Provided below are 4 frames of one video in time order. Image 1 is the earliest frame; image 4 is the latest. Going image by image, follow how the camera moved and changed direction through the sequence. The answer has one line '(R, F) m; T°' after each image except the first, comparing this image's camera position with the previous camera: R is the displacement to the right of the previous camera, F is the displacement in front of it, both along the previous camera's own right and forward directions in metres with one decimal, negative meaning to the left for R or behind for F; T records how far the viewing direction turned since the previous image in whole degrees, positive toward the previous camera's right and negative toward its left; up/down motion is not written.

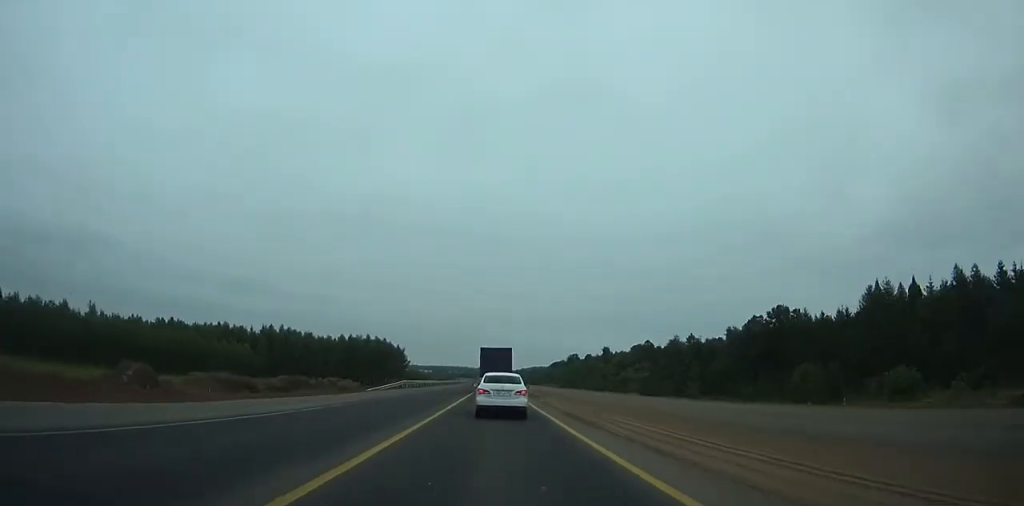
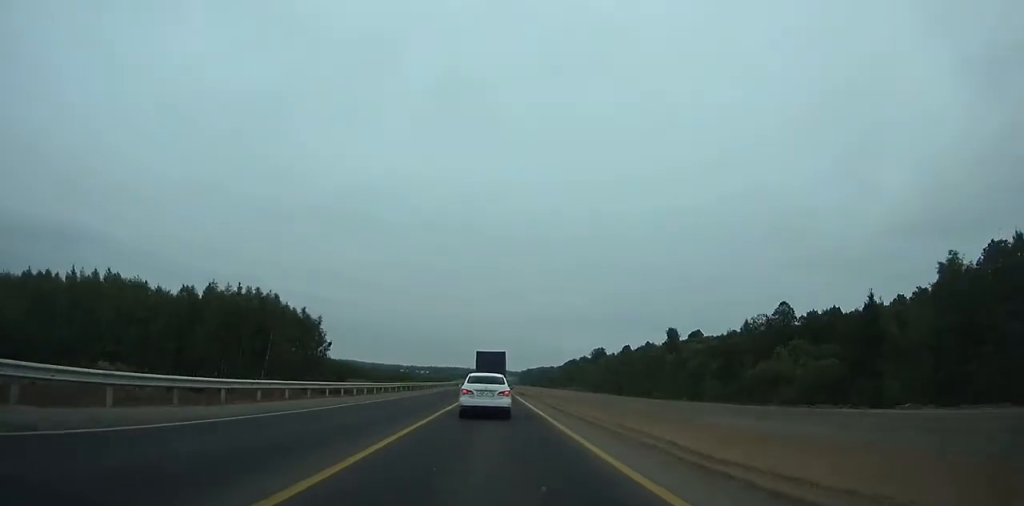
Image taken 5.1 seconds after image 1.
(+0.2, +107.2) m; 0°
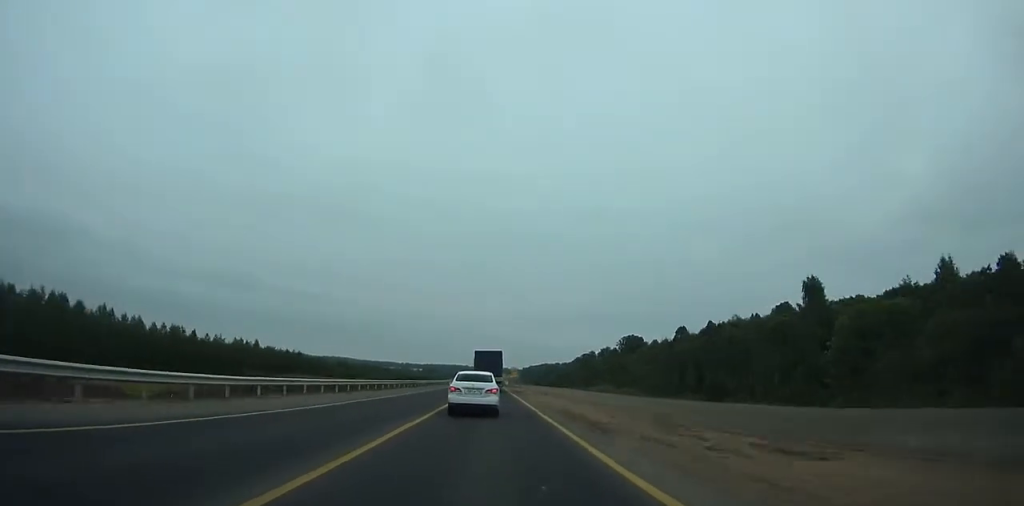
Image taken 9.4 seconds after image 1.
(-0.4, +88.1) m; 0°
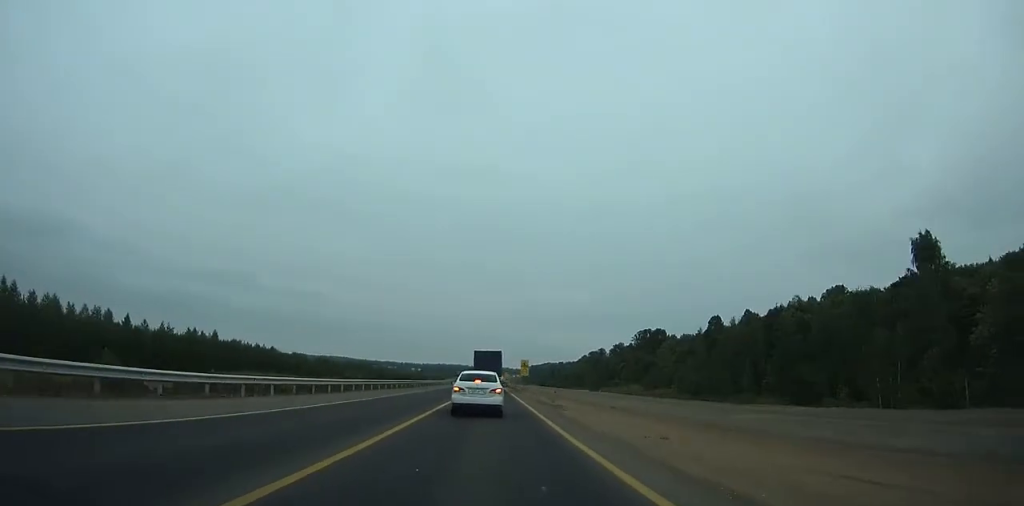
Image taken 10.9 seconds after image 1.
(0.0, +30.0) m; 0°
